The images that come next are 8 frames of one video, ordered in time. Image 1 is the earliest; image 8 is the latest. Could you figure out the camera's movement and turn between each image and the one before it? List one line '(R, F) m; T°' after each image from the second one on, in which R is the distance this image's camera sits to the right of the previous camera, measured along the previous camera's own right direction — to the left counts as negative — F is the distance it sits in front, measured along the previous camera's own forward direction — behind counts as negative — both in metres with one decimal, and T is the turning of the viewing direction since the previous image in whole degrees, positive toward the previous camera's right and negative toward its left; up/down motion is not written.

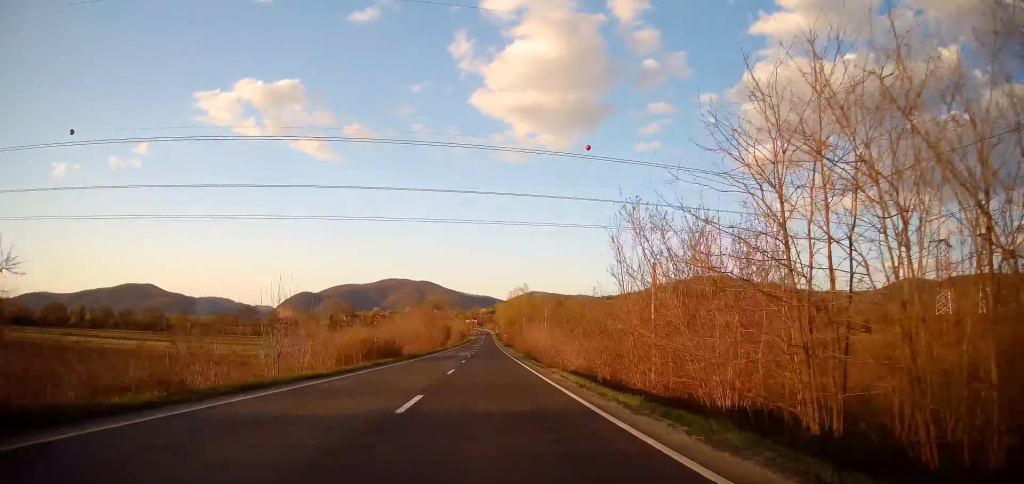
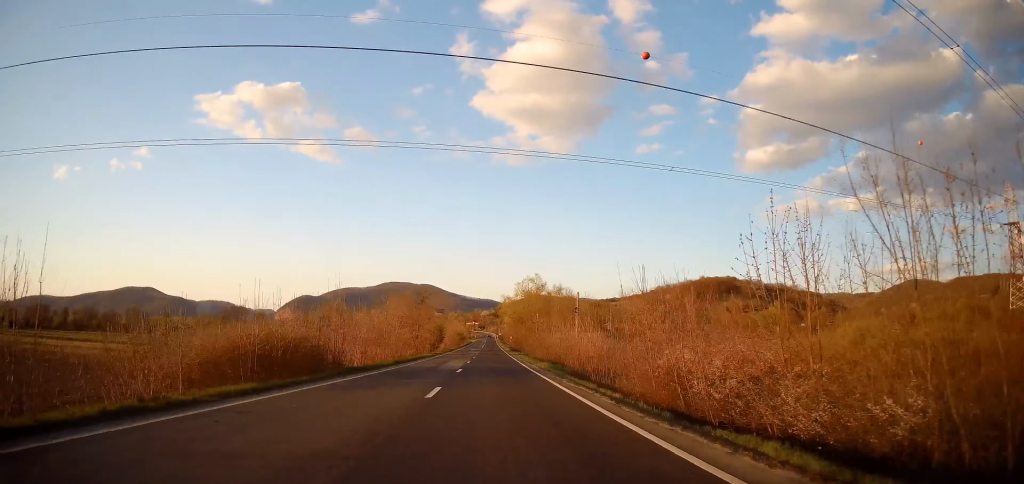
(0.0, +20.5) m; +1°
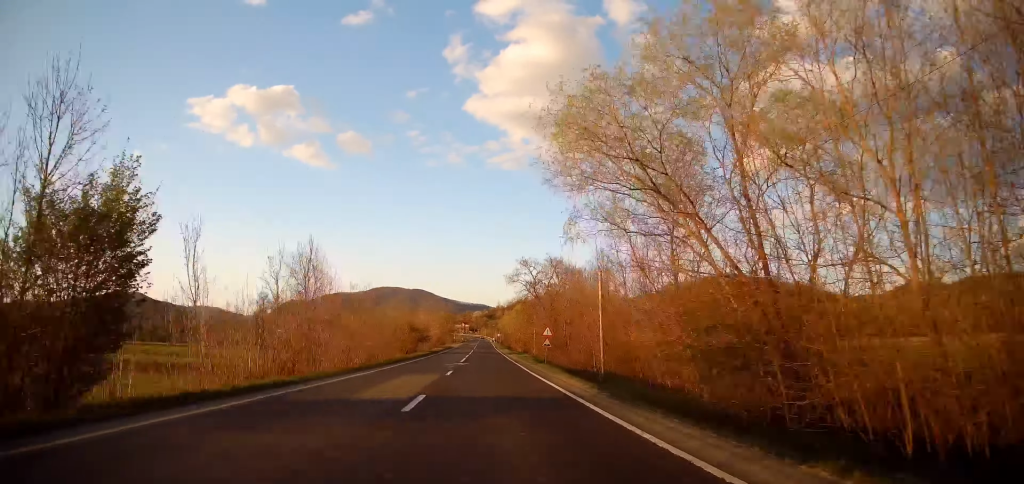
(-0.1, +73.3) m; 0°
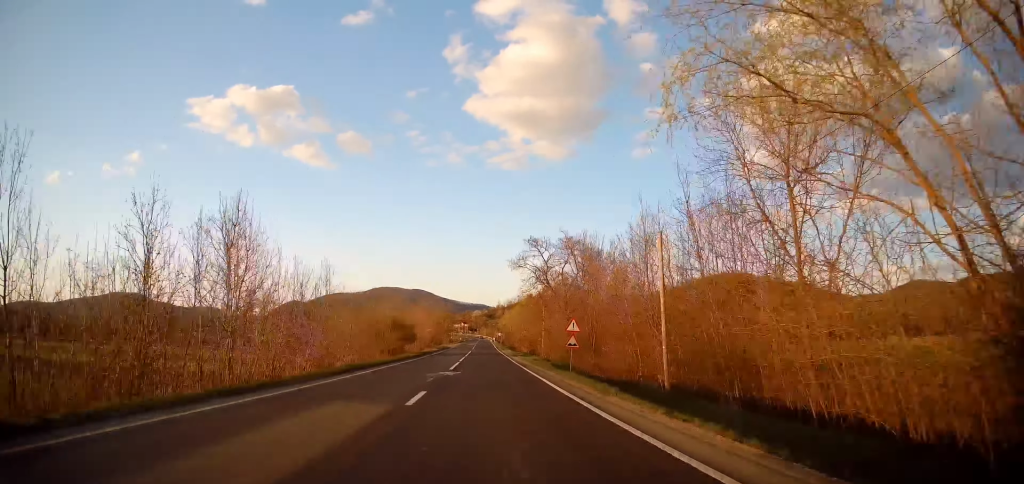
(+0.1, +10.9) m; 0°
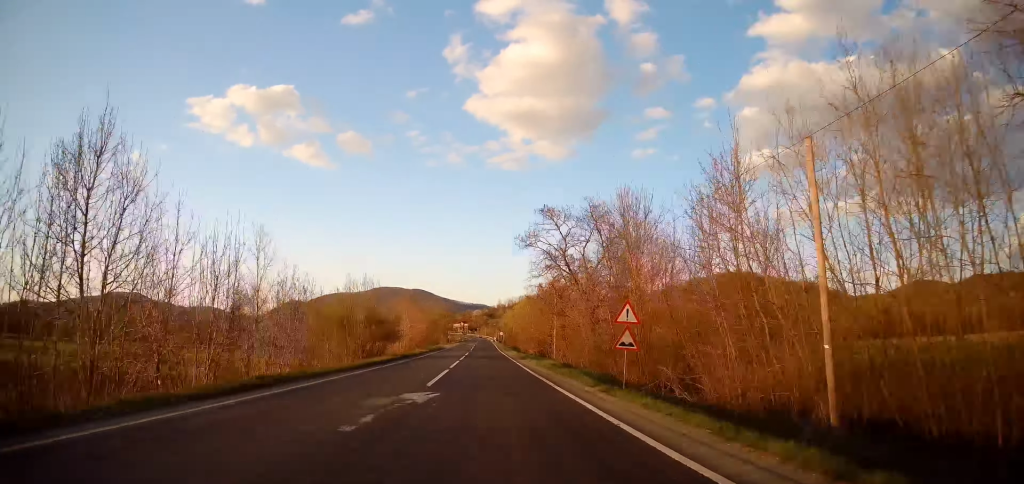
(+0.1, +10.1) m; 0°
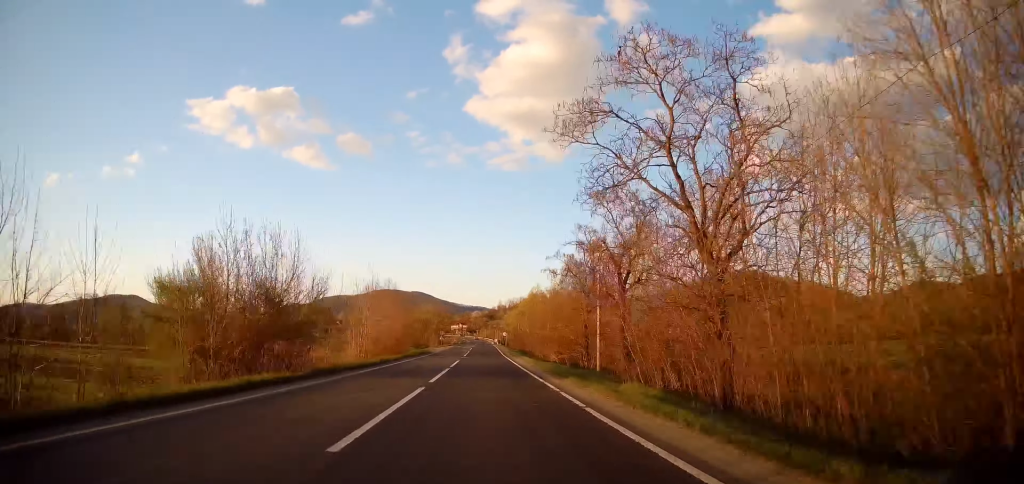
(0.0, +20.2) m; 0°
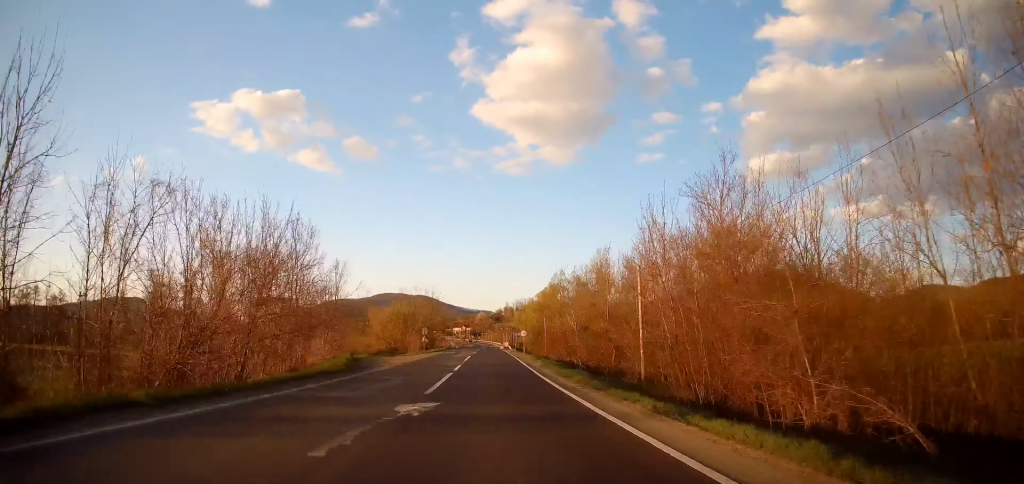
(0.0, +34.7) m; 0°
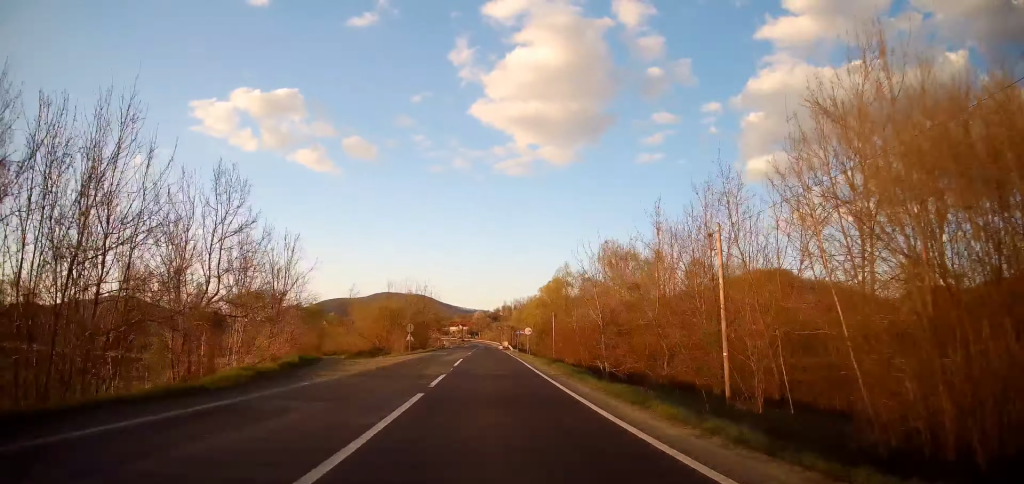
(+0.1, +9.9) m; 0°
